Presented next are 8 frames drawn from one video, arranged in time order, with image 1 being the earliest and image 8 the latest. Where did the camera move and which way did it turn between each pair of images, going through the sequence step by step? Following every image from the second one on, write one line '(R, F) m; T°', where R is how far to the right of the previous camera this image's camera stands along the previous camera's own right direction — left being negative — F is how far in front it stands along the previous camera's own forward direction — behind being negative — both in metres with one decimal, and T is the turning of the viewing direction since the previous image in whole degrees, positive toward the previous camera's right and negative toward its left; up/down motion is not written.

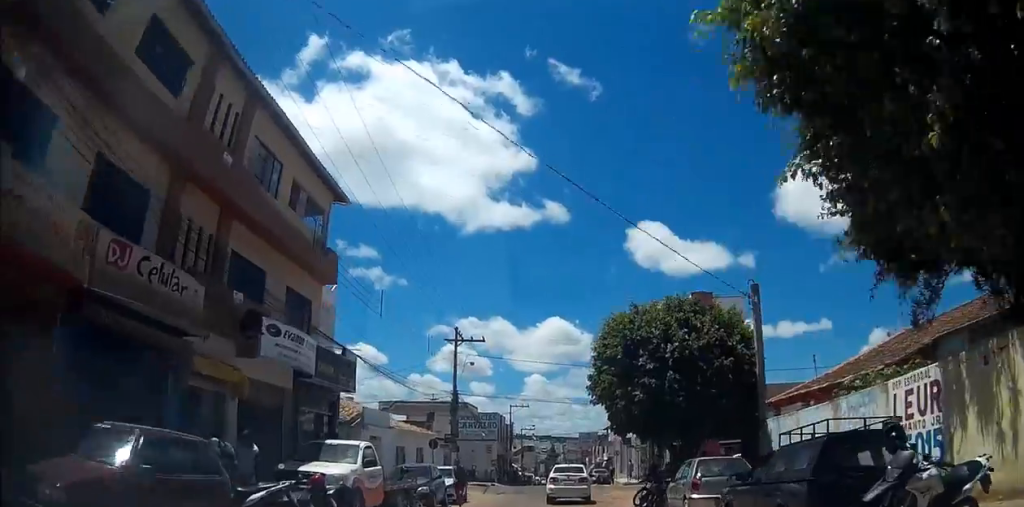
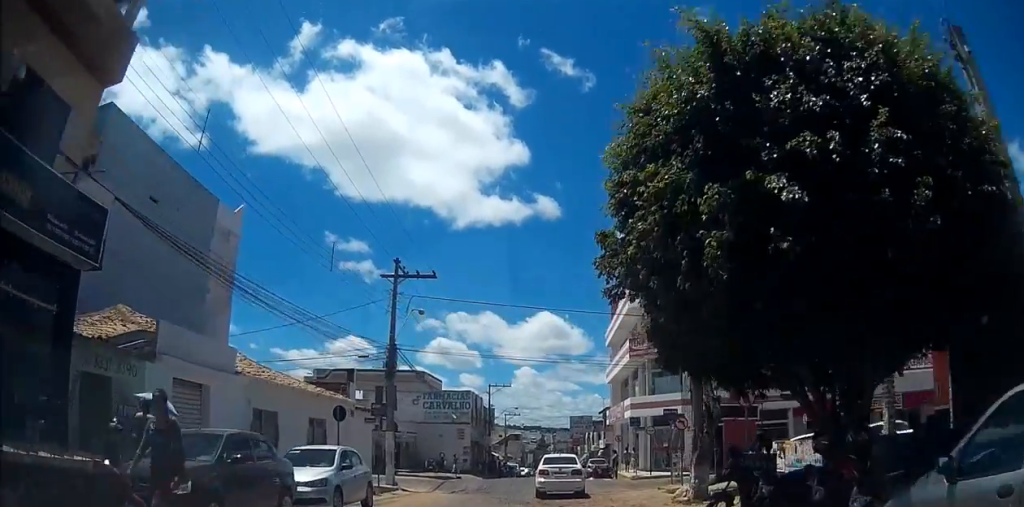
(-0.1, +12.7) m; +3°
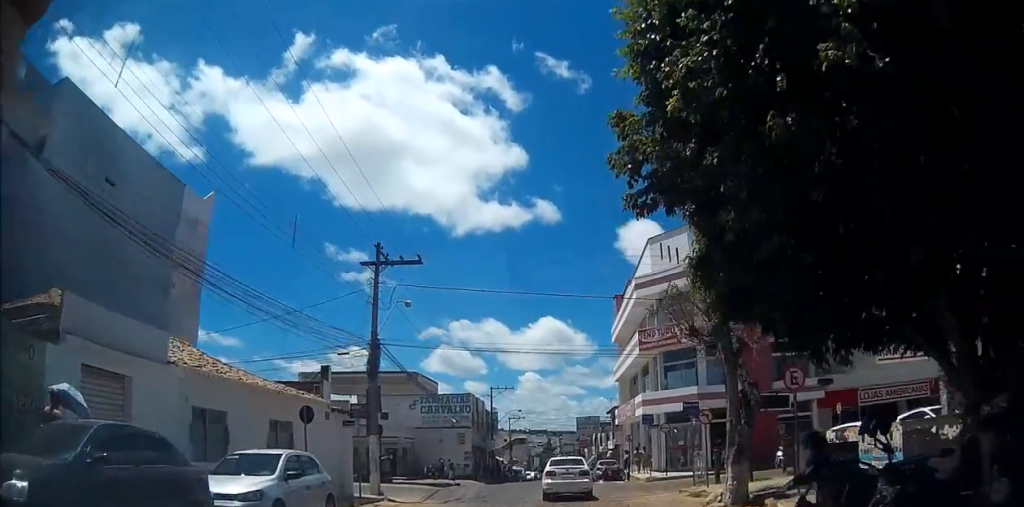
(0.0, +3.3) m; -1°
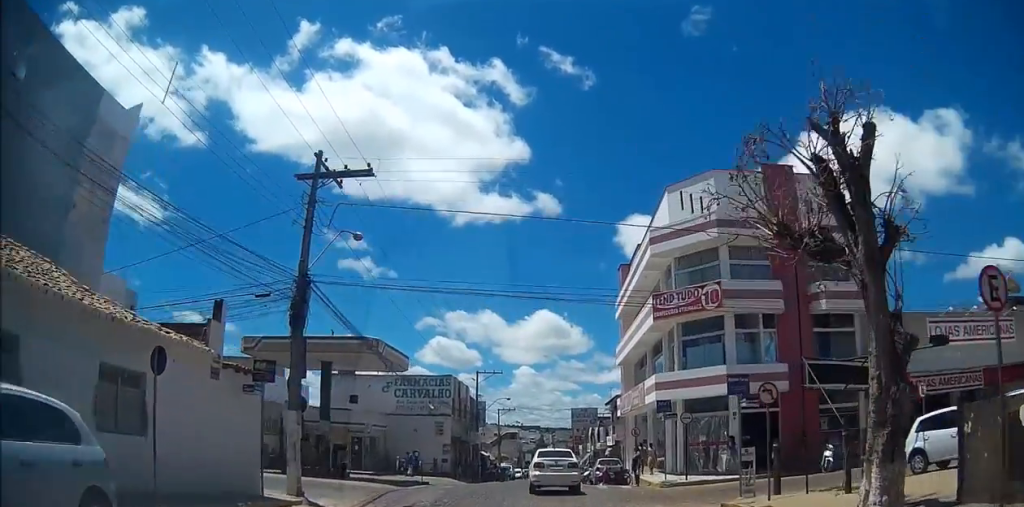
(-0.3, +7.2) m; -3°
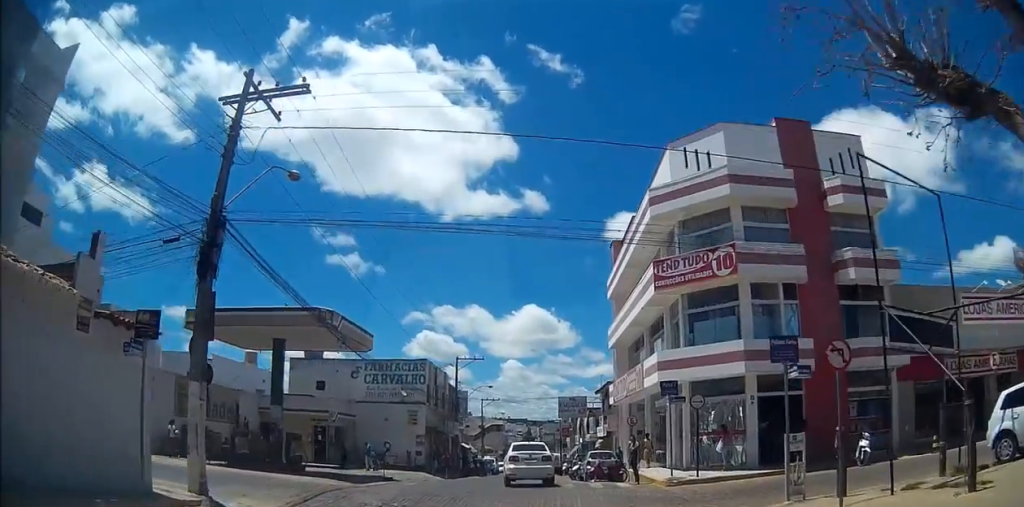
(+0.1, +4.7) m; +3°
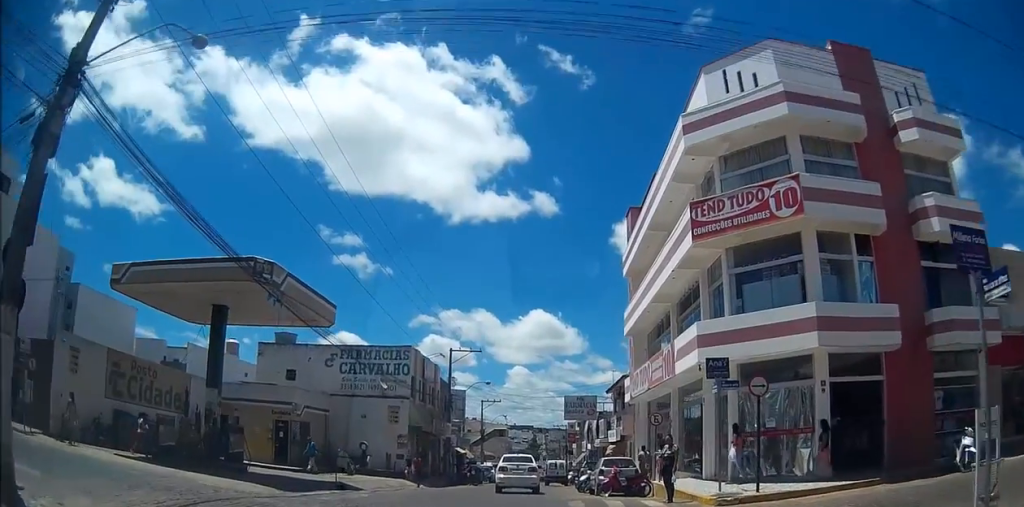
(+0.2, +6.6) m; +2°
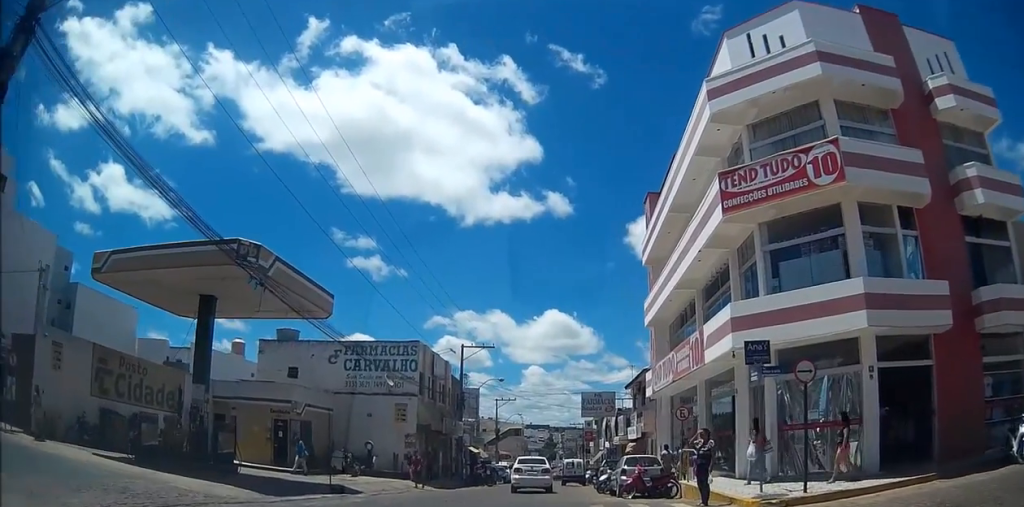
(0.0, +2.1) m; 0°
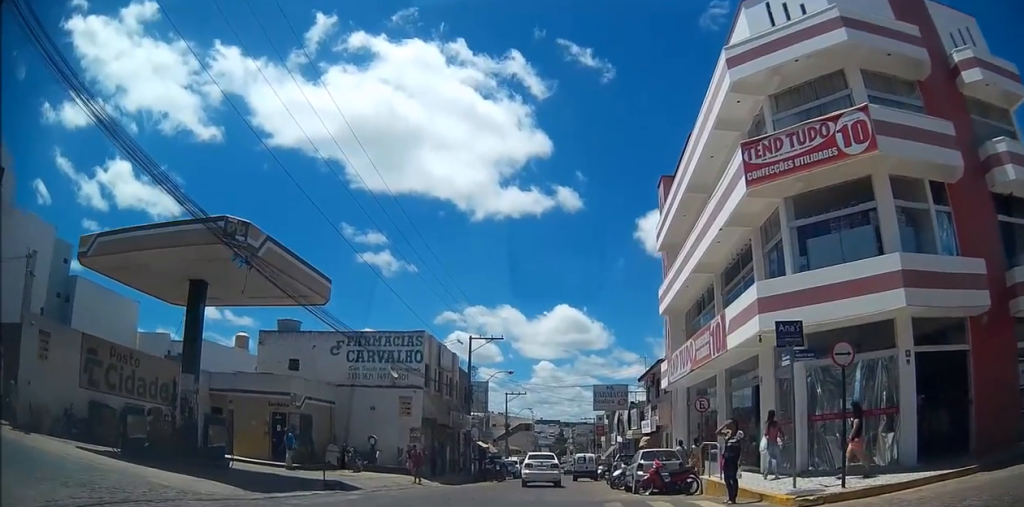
(0.0, +1.5) m; -2°
